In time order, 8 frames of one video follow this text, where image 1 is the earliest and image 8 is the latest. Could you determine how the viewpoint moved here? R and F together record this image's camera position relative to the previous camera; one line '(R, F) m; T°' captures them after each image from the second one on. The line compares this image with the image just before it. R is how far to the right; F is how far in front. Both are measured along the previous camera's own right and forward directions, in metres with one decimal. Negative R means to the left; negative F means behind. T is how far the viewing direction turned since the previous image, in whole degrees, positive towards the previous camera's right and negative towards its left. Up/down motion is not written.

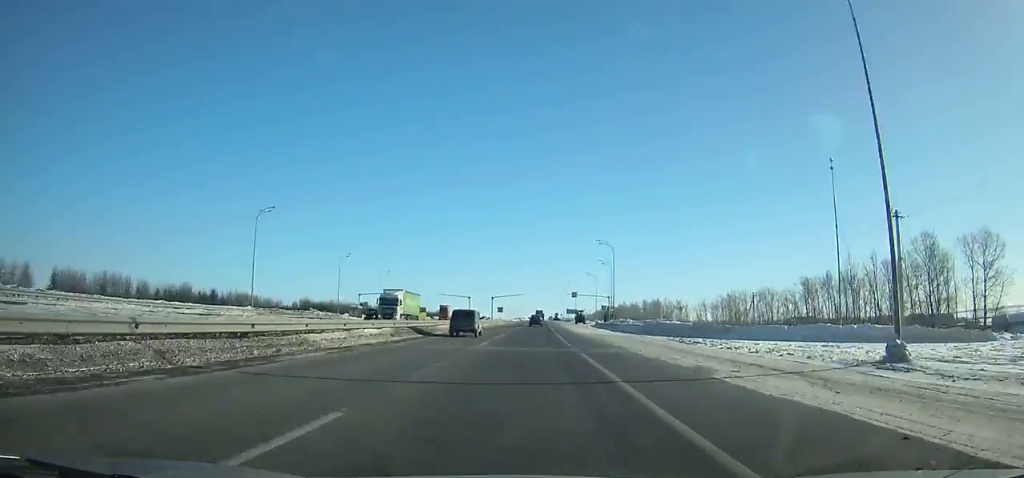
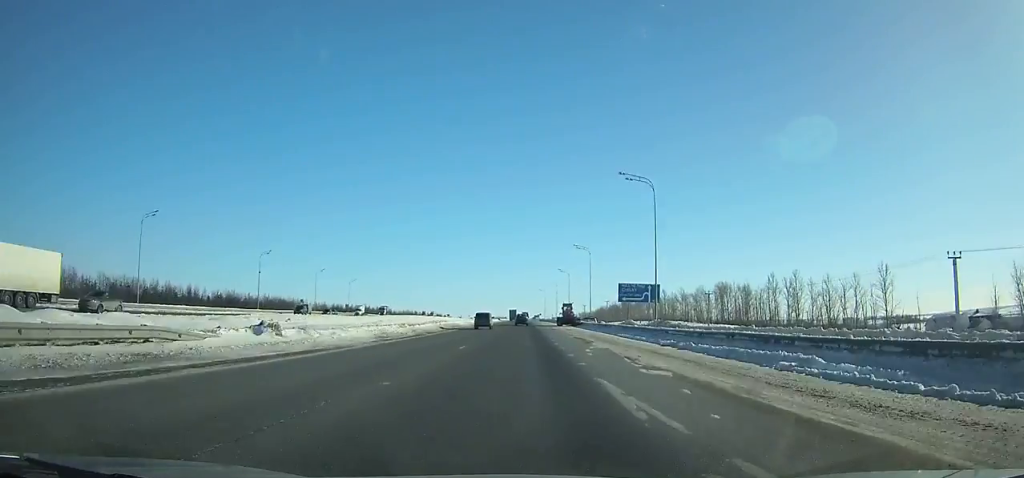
(+5.1, +177.9) m; +2°
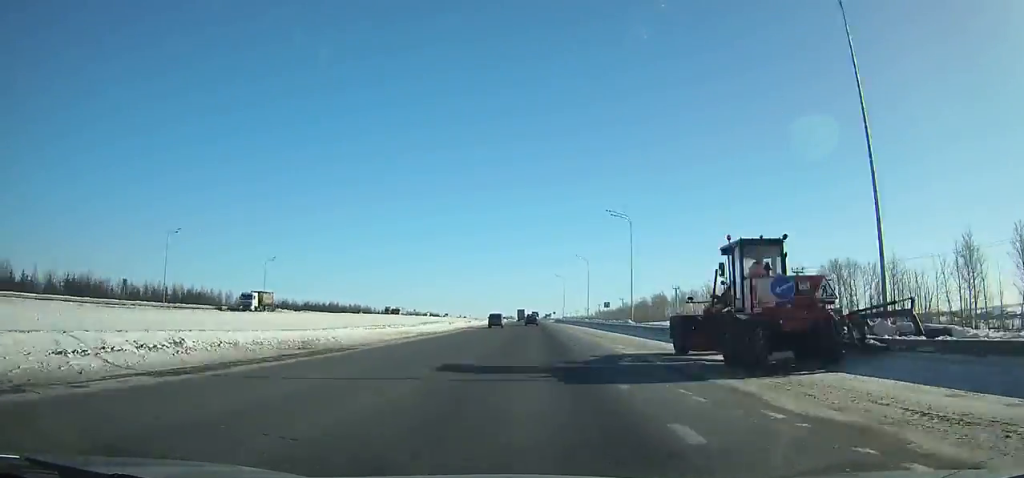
(-0.3, +71.1) m; 0°
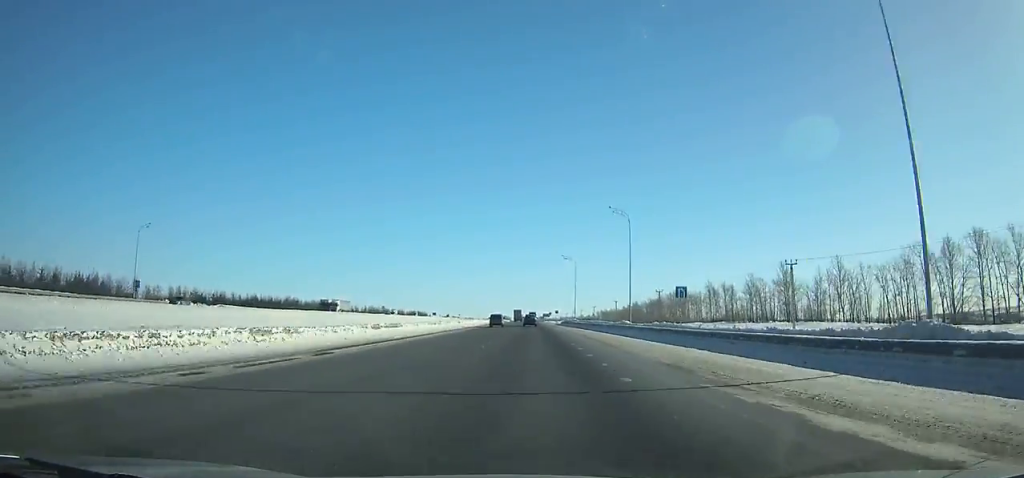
(+0.1, +45.9) m; 0°
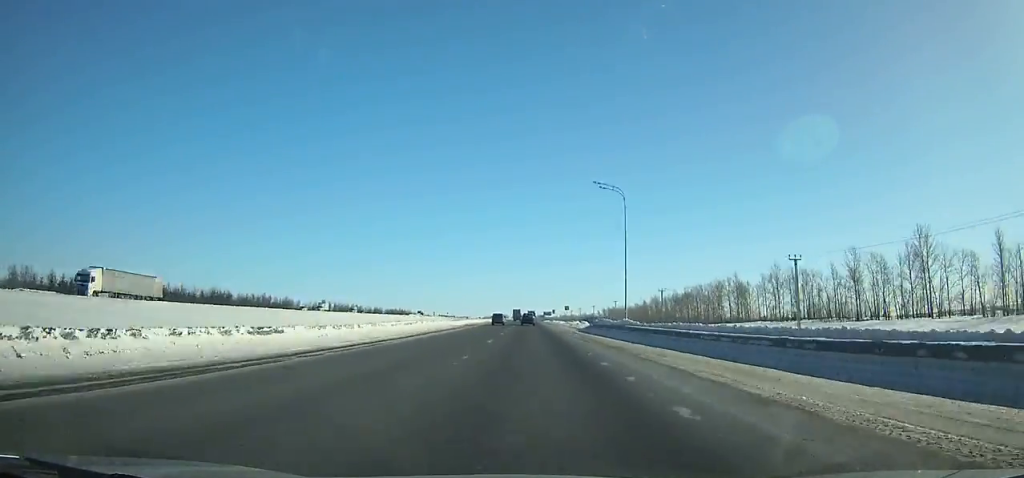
(+0.1, +56.2) m; 0°
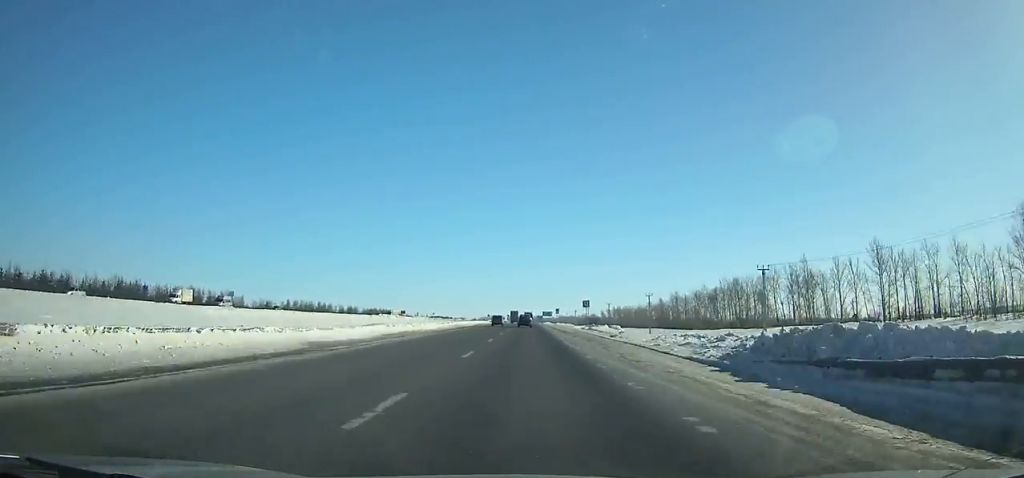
(-0.1, +43.5) m; 0°
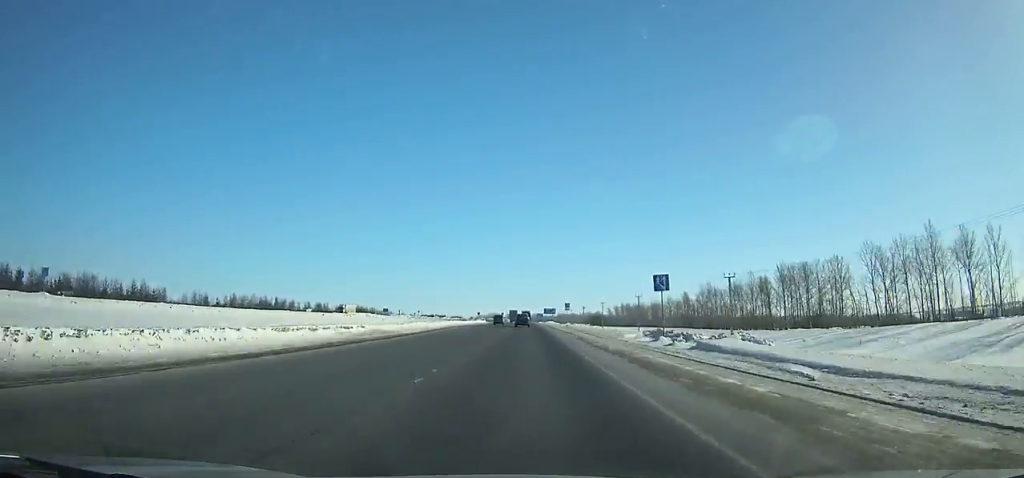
(0.0, +43.4) m; 0°
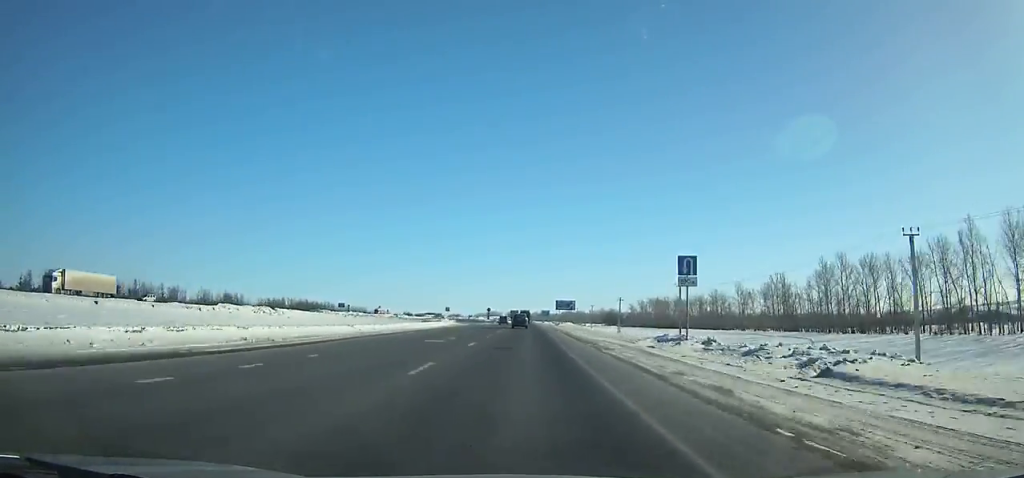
(0.0, +81.3) m; 0°
